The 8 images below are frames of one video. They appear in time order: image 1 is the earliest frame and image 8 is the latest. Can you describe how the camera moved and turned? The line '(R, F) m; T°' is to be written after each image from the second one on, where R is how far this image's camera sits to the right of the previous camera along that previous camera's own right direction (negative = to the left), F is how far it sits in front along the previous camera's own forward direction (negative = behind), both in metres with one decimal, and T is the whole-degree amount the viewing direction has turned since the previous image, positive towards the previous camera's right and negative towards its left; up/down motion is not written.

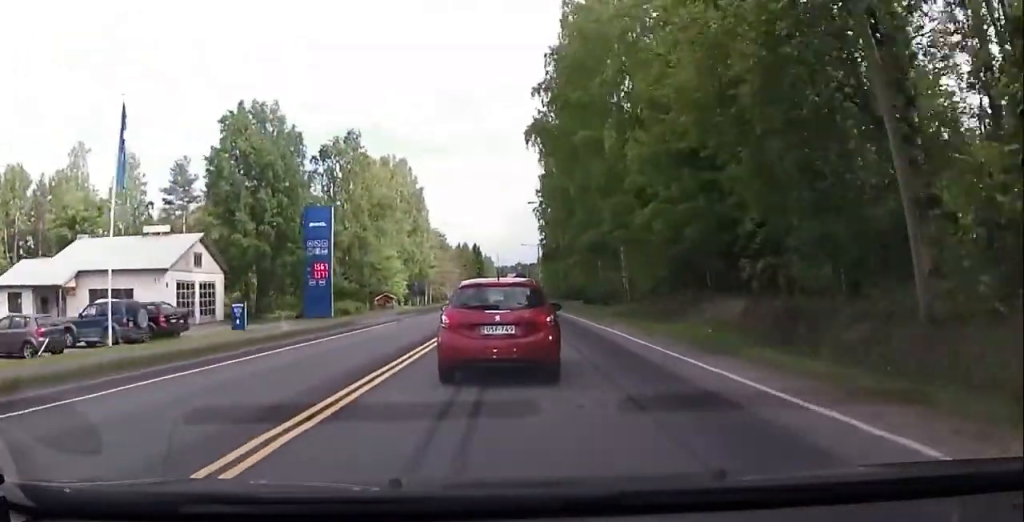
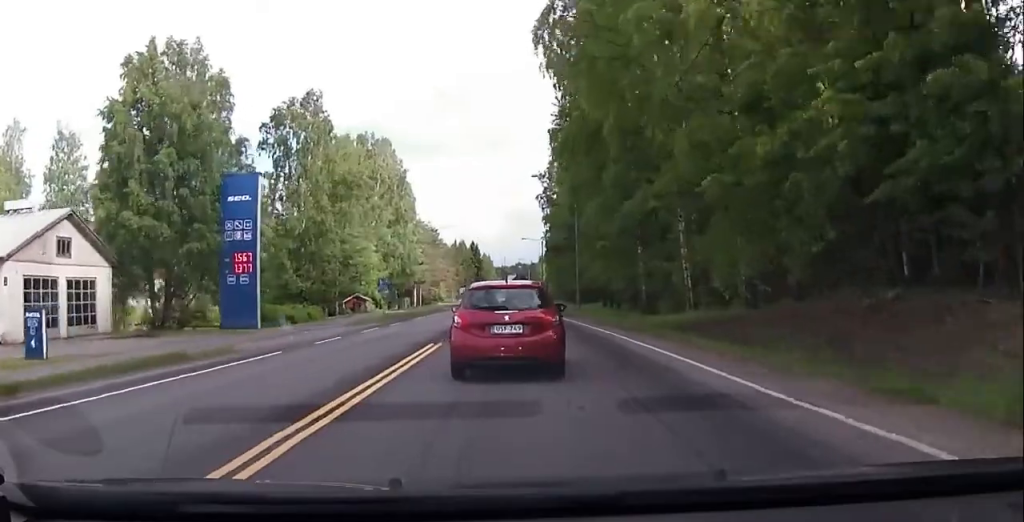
(+0.3, +16.5) m; -5°
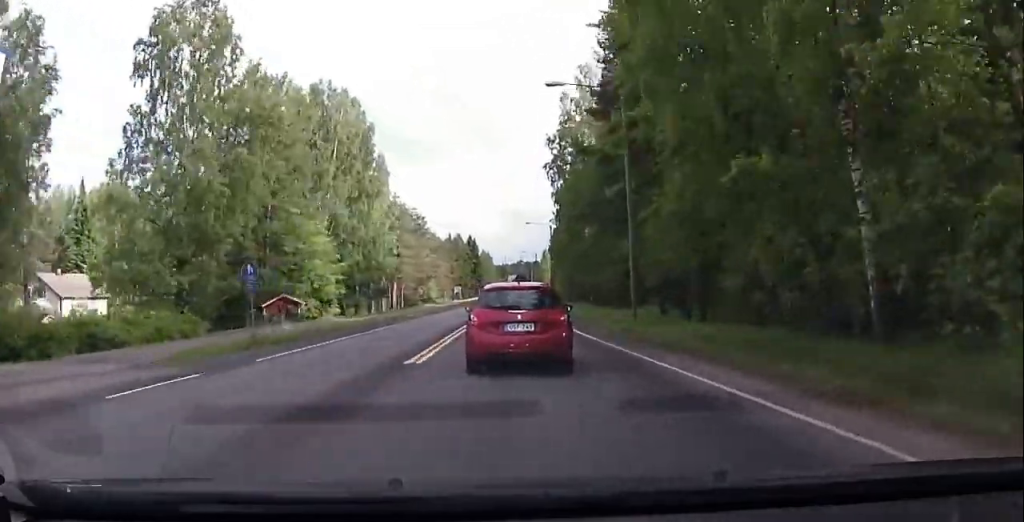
(-1.9, +22.0) m; +1°
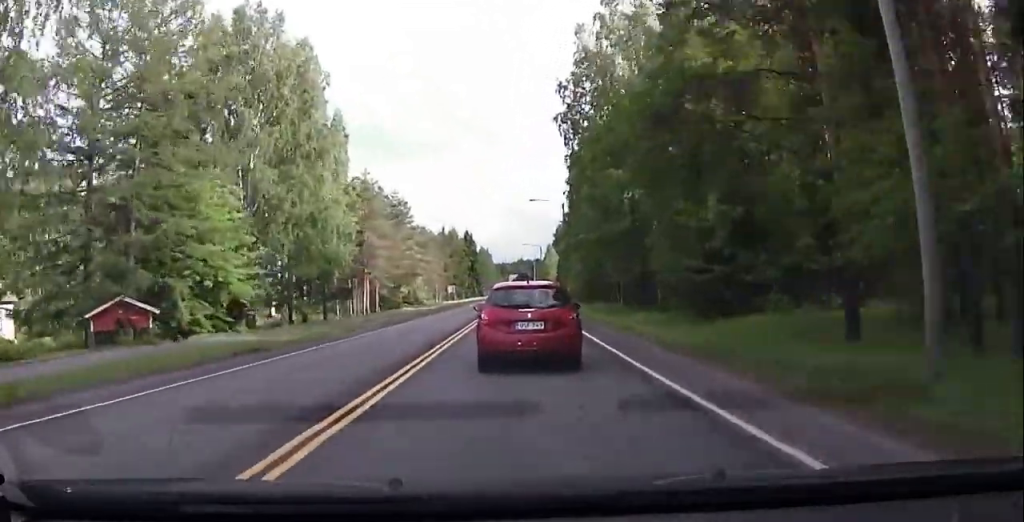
(+0.1, +19.3) m; +3°
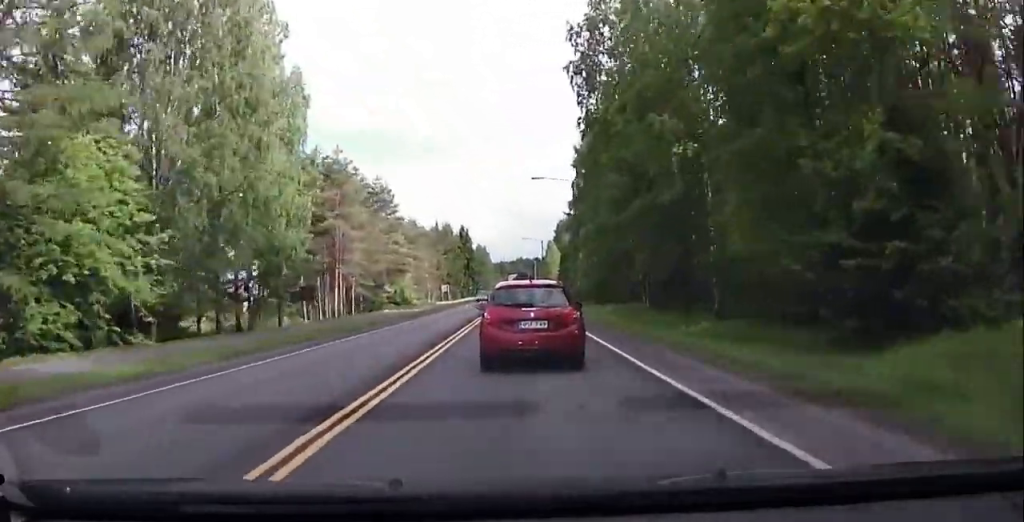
(+2.9, +11.9) m; 0°
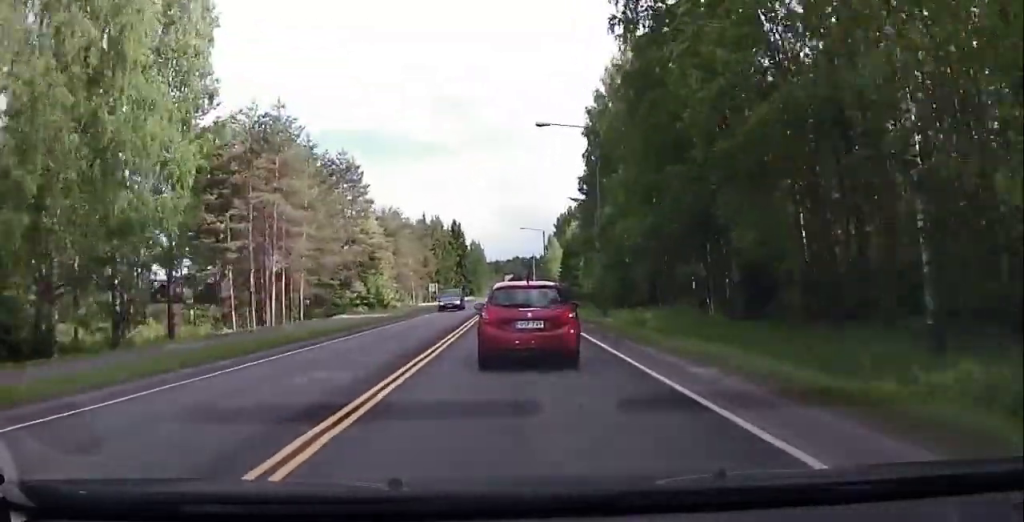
(-0.6, +15.8) m; -1°
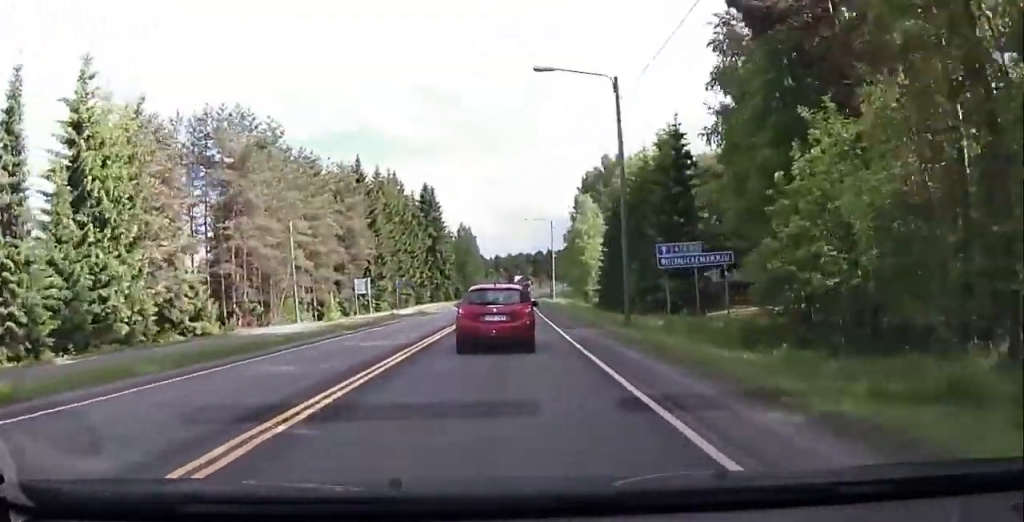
(+5.2, +70.3) m; +8°
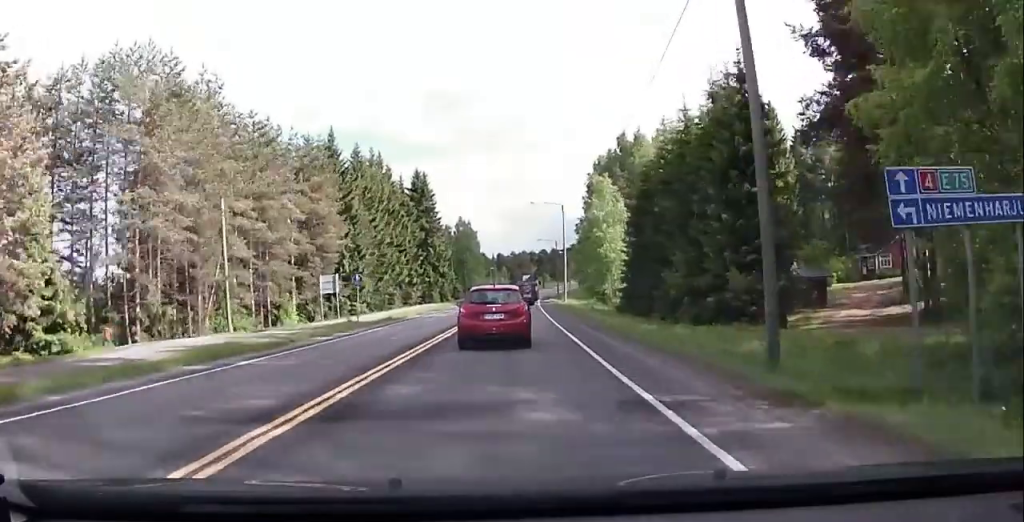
(+0.3, +16.2) m; -2°
